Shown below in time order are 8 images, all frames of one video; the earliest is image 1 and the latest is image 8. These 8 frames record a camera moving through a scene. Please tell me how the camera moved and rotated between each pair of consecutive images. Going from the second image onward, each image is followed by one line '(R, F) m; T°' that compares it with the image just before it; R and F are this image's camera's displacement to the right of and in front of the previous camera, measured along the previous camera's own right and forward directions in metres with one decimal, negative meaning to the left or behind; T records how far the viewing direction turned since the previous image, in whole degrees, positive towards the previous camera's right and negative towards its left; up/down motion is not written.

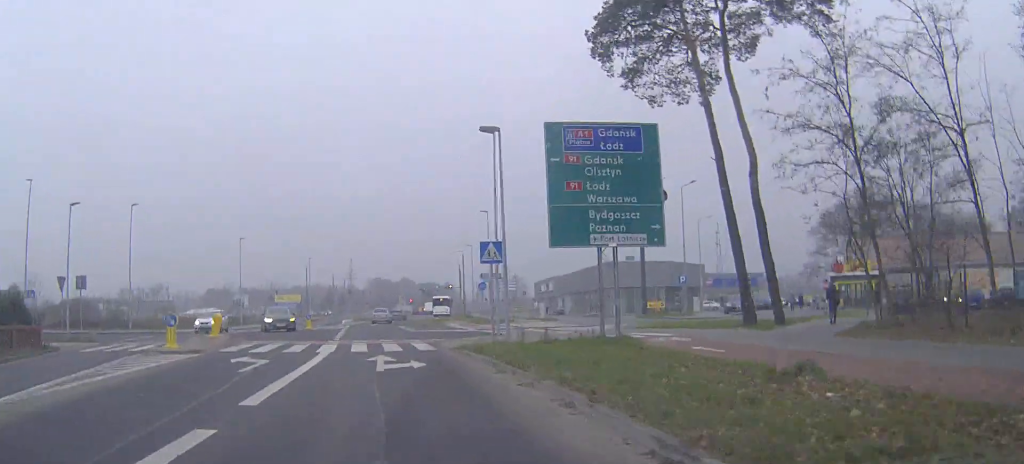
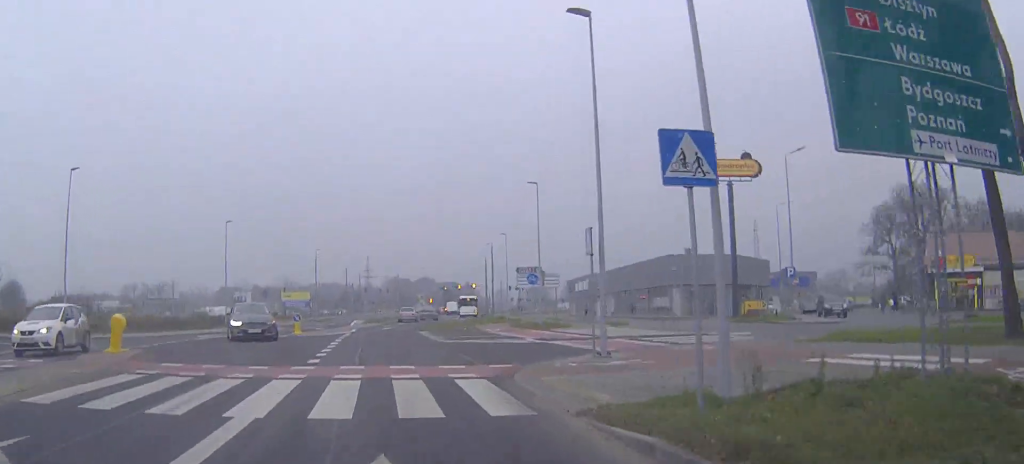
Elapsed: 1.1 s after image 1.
(-0.1, +13.3) m; -1°
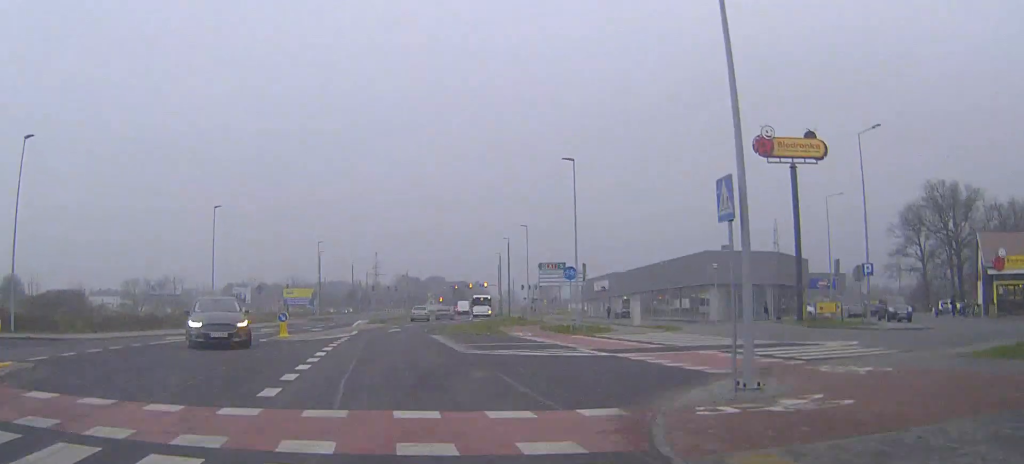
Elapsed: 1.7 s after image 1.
(0.0, +6.6) m; -1°
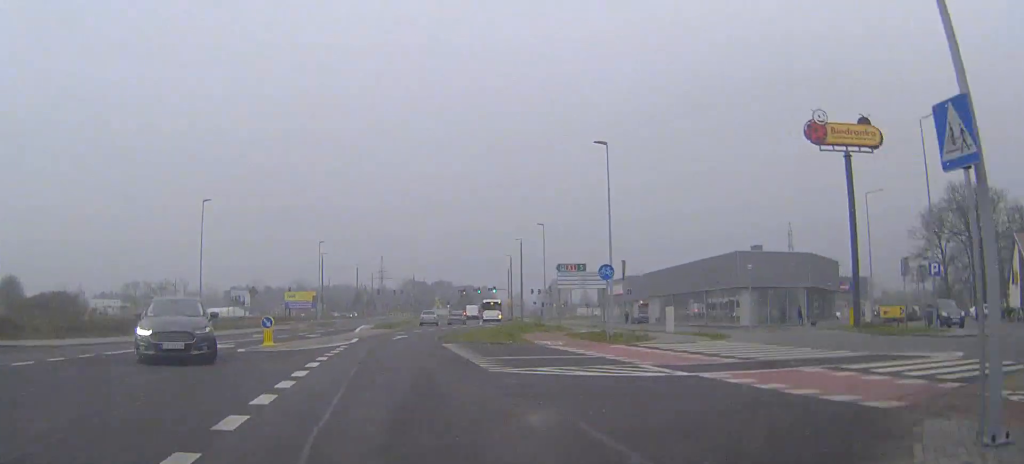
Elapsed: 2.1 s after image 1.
(0.0, +4.8) m; 0°
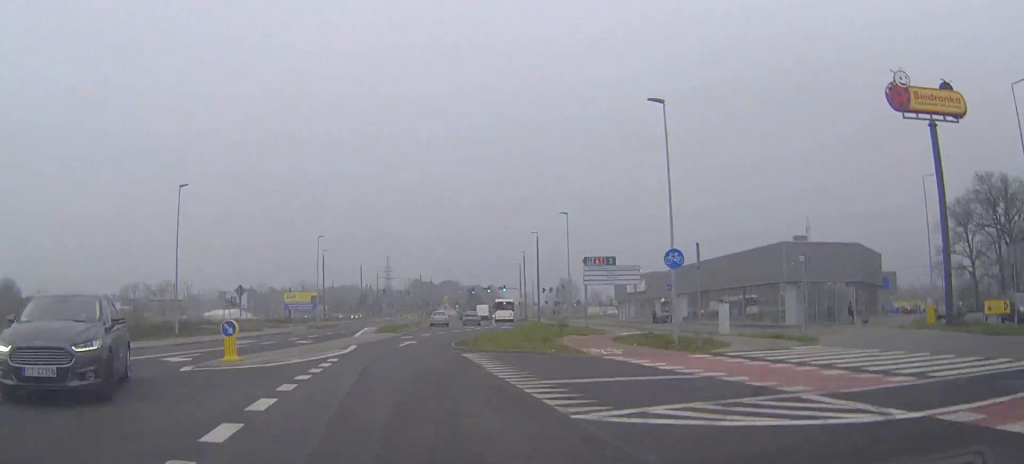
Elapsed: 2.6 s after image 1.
(0.0, +6.2) m; 0°
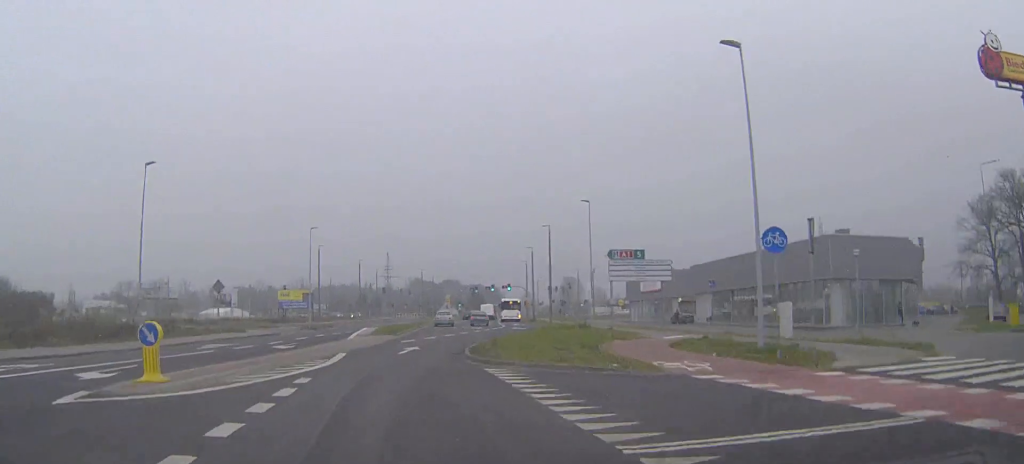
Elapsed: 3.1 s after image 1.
(0.0, +6.3) m; 0°
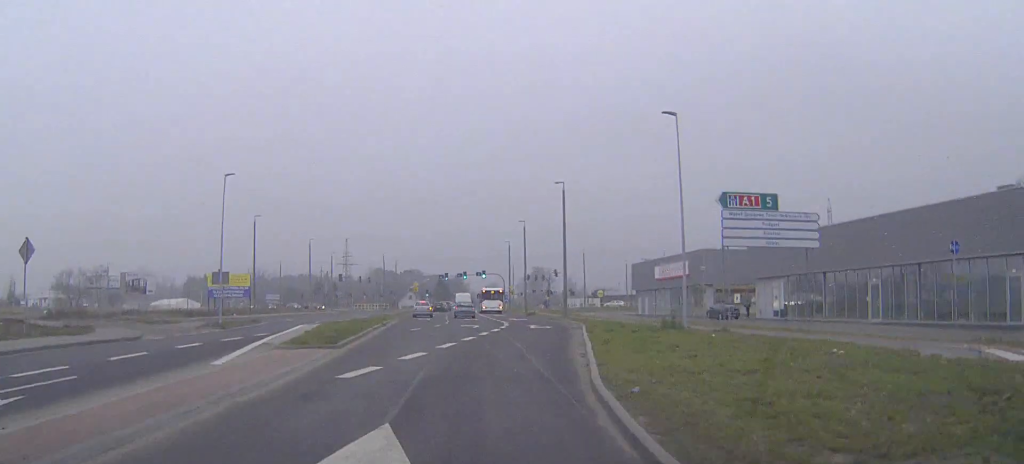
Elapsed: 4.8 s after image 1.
(+0.1, +20.3) m; +2°
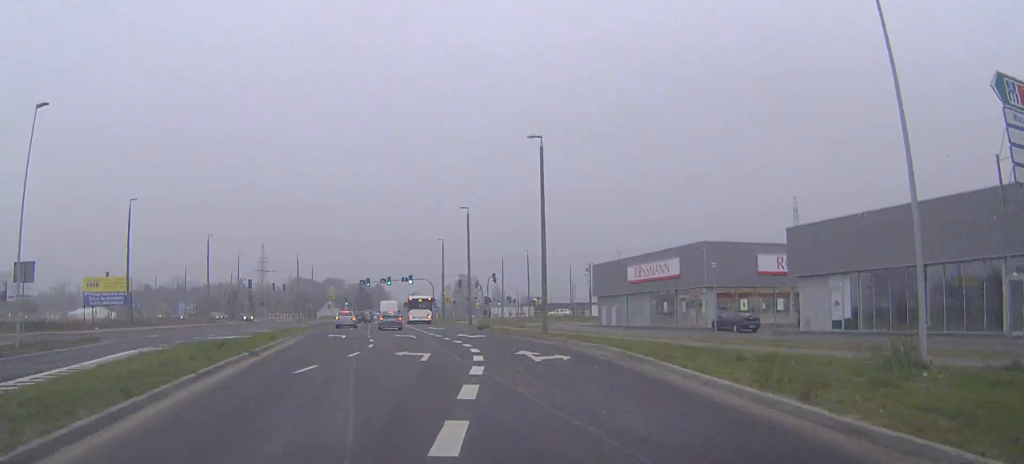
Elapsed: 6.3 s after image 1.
(+0.6, +17.3) m; +5°
